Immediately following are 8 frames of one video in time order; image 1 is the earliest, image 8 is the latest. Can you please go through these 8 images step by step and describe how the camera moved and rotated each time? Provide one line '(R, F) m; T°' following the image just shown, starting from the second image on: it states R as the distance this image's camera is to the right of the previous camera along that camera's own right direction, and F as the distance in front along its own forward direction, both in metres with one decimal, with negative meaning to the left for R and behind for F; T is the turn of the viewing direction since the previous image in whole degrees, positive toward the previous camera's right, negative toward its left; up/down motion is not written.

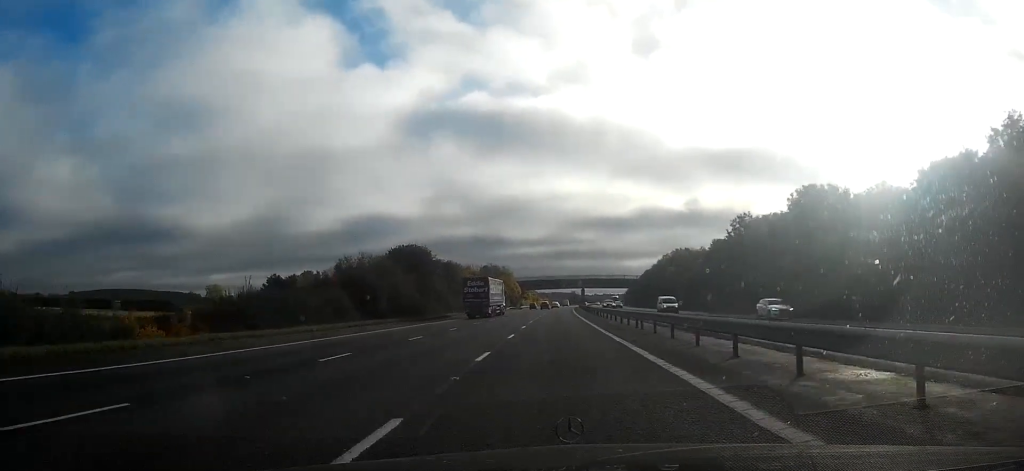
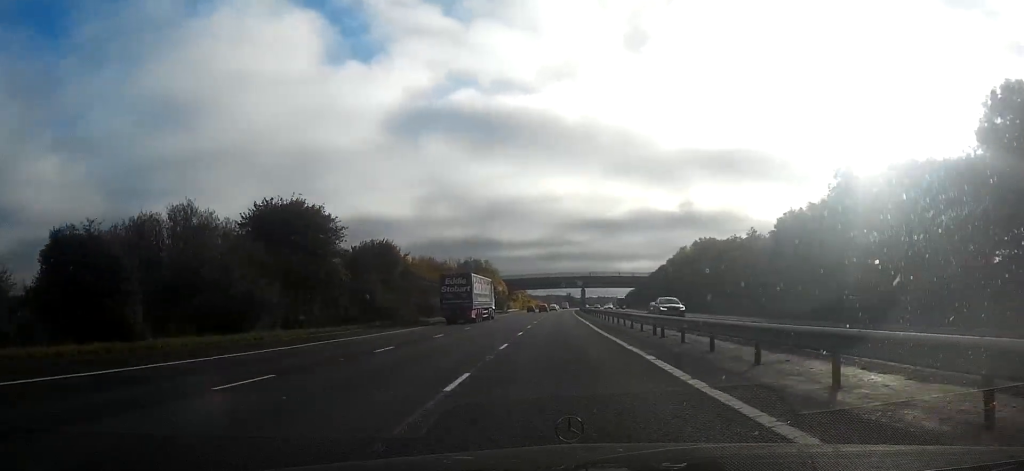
(+0.1, +31.3) m; 0°
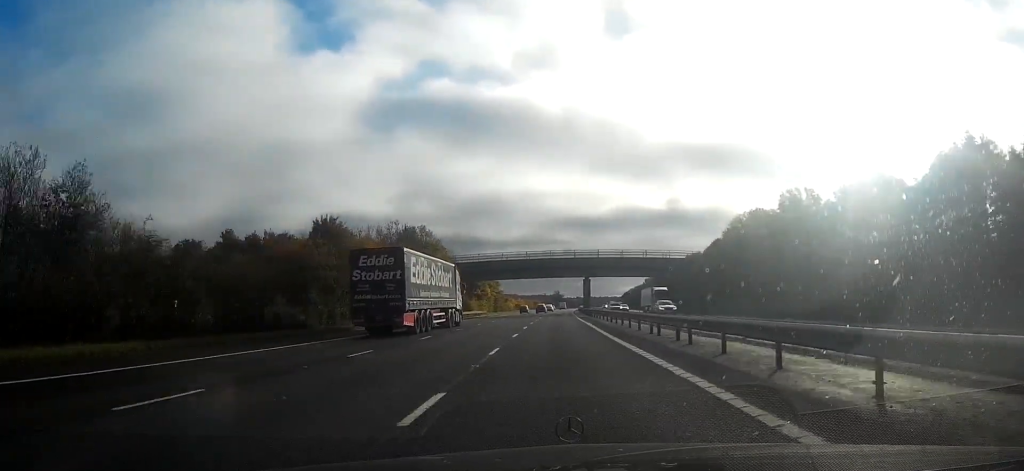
(+0.5, +56.8) m; +1°
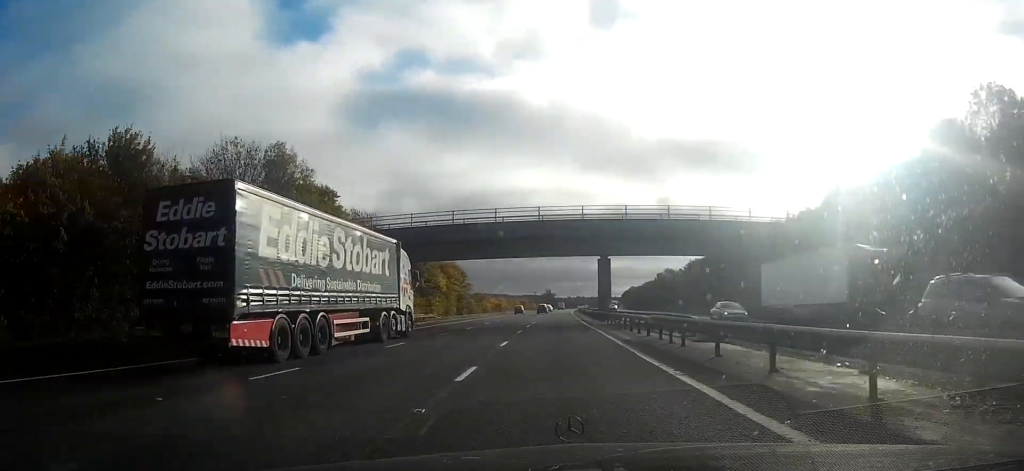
(+0.1, +41.6) m; 0°
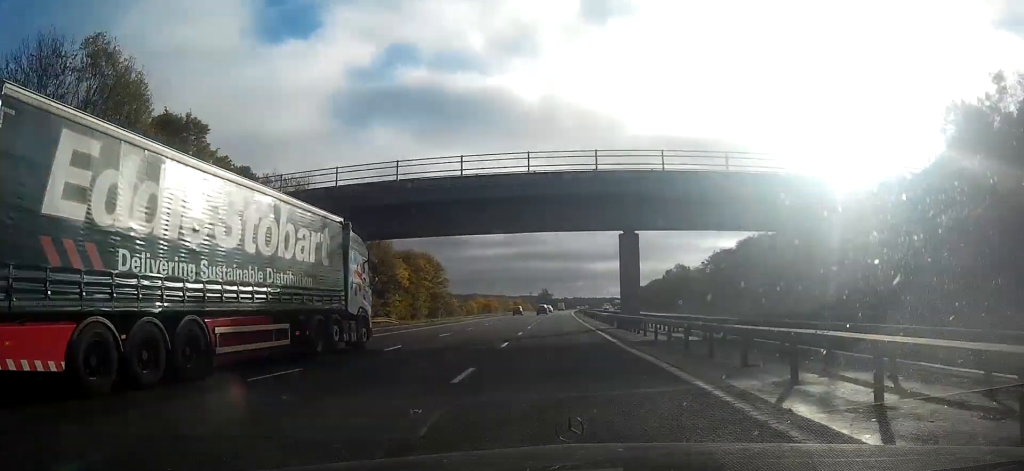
(+0.1, +18.4) m; 0°
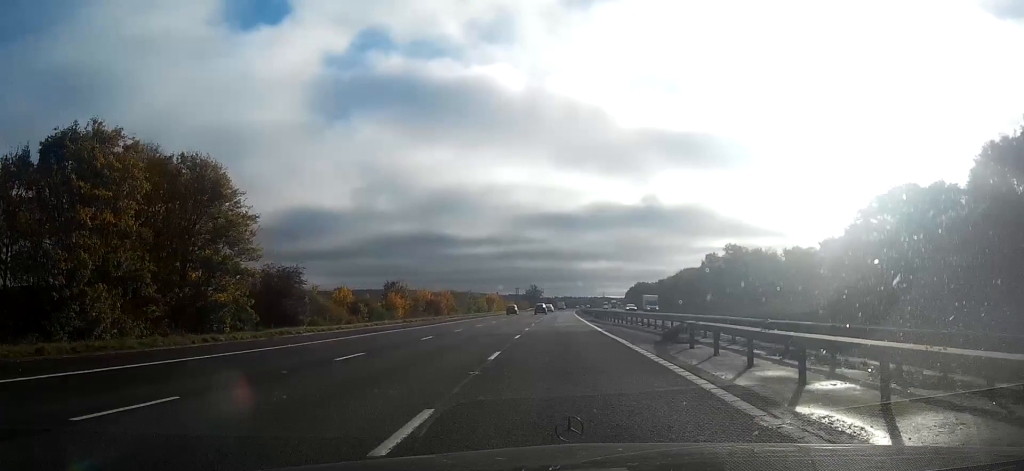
(+0.4, +50.5) m; +1°
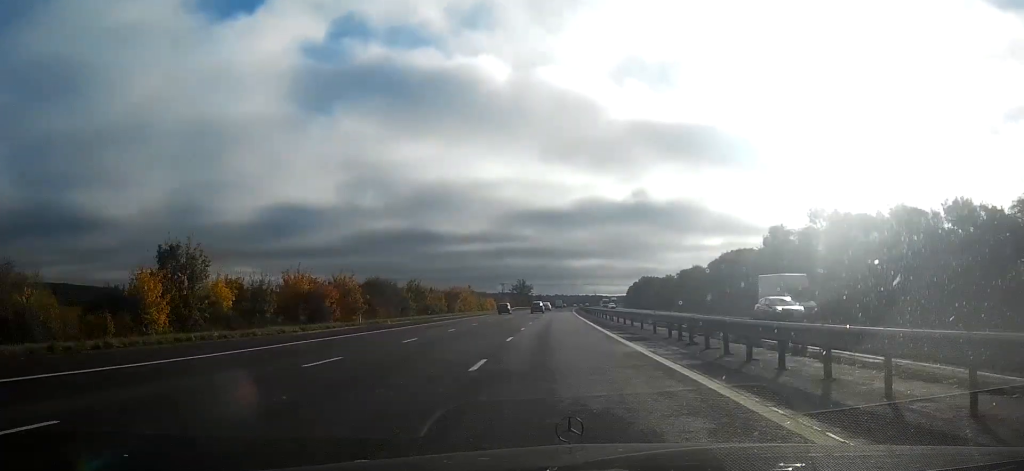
(0.0, +38.1) m; +1°
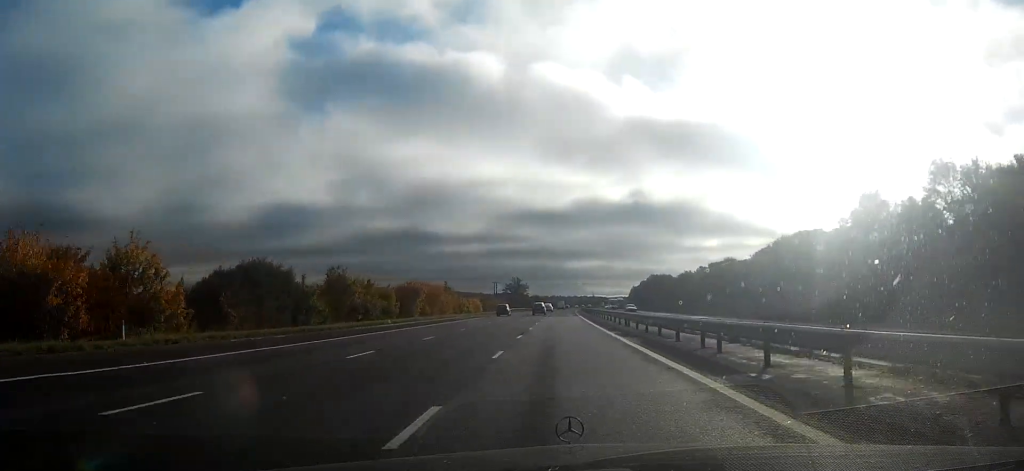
(+0.3, +24.6) m; +1°
